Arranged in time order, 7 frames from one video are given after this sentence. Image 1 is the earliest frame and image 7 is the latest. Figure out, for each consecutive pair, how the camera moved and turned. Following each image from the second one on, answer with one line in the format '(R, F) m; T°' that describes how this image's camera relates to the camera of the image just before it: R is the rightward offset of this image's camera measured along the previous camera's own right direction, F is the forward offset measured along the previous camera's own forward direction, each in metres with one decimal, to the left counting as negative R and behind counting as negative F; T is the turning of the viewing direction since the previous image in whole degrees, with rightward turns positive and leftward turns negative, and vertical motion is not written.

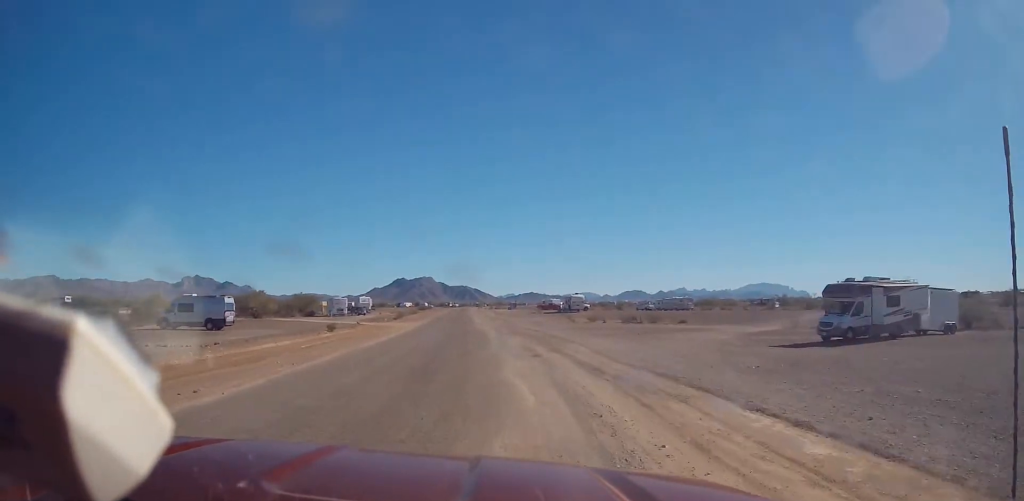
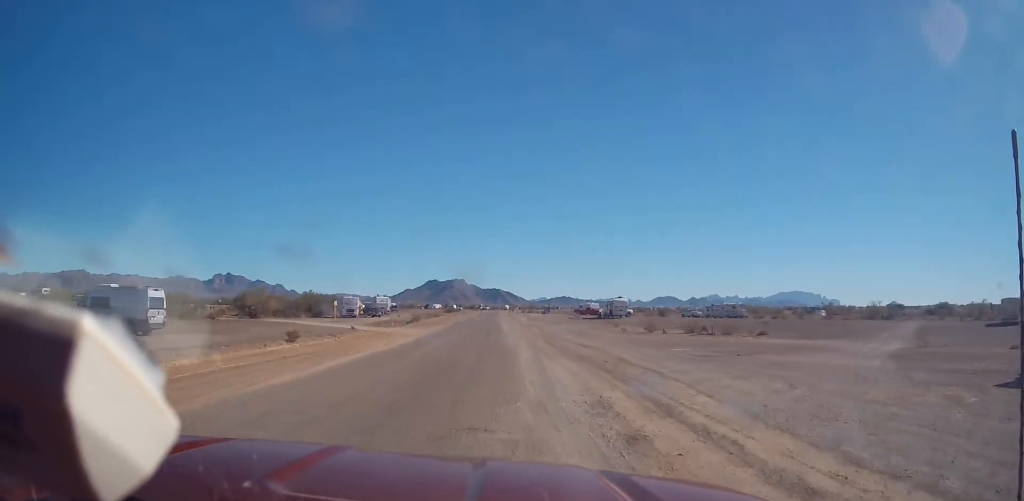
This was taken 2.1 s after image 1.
(-0.3, +14.7) m; -1°
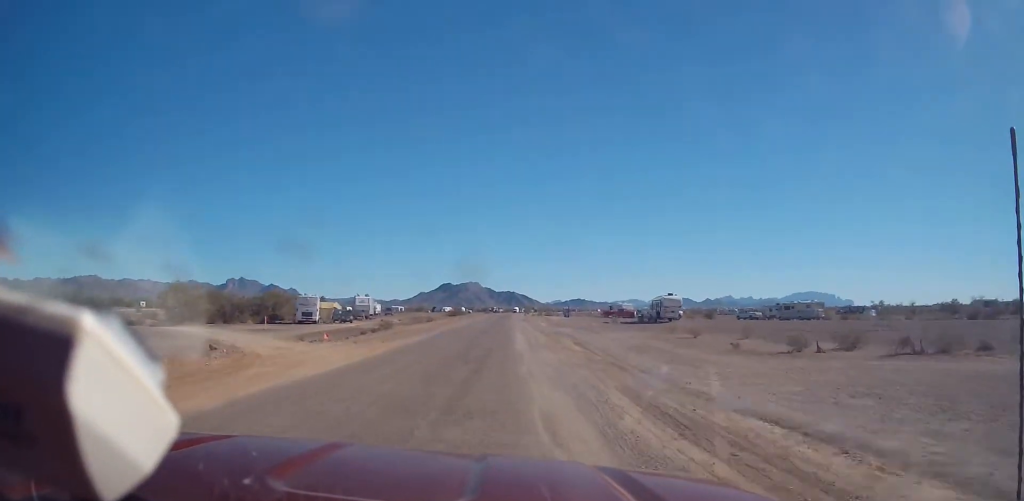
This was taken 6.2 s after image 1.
(-0.3, +28.3) m; -2°
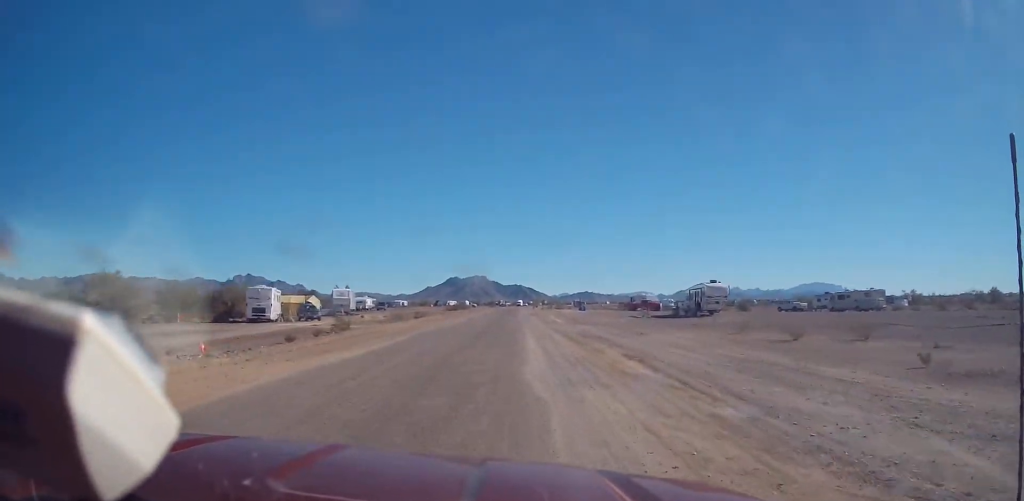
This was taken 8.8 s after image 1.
(-0.3, +17.2) m; -1°
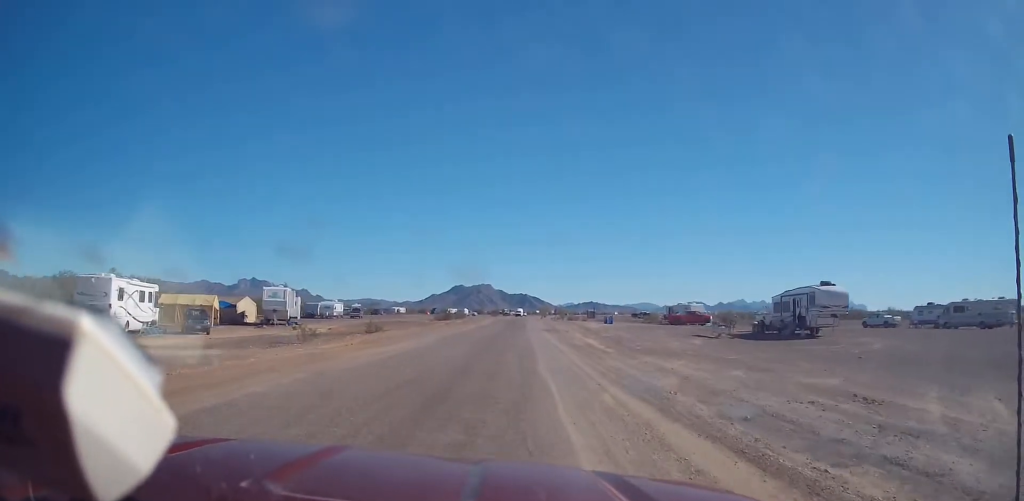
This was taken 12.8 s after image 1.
(0.0, +27.1) m; +1°
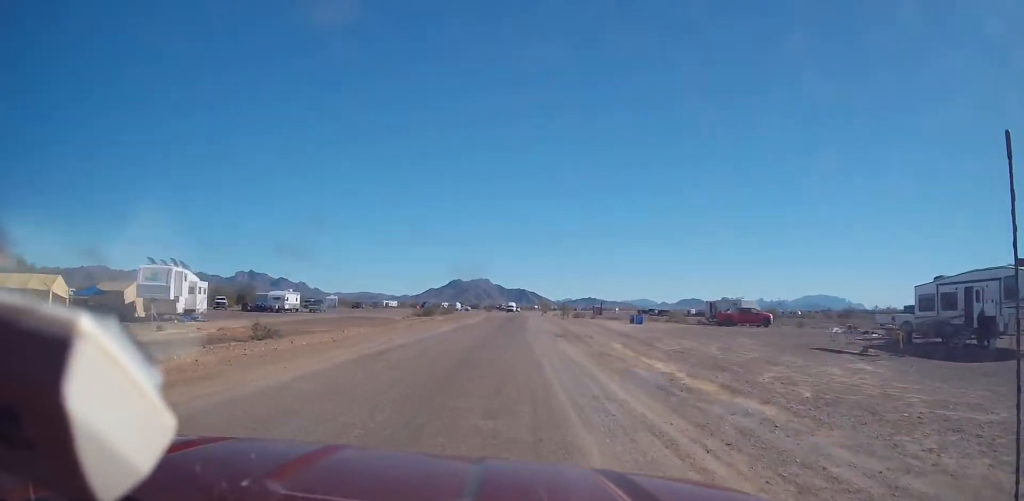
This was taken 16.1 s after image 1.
(+0.1, +22.2) m; 0°
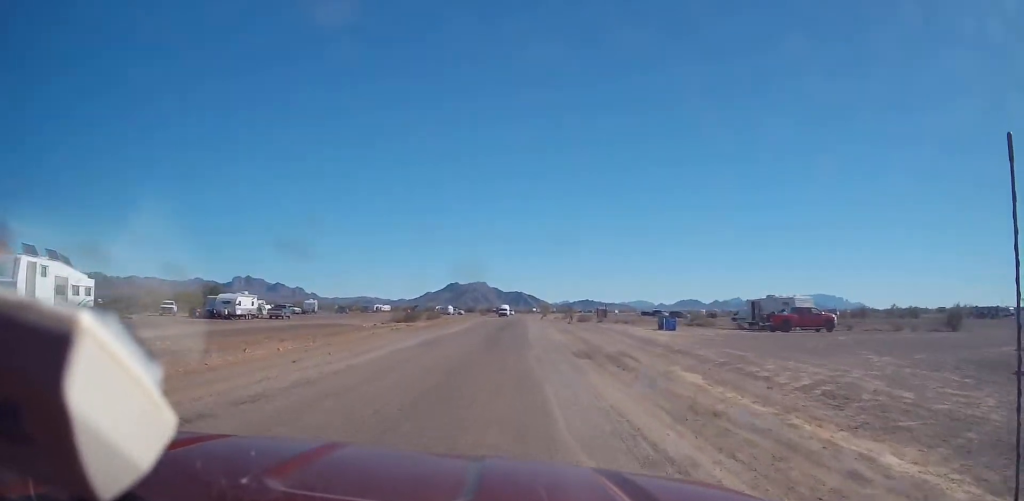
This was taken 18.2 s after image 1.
(-0.4, +14.2) m; 0°
